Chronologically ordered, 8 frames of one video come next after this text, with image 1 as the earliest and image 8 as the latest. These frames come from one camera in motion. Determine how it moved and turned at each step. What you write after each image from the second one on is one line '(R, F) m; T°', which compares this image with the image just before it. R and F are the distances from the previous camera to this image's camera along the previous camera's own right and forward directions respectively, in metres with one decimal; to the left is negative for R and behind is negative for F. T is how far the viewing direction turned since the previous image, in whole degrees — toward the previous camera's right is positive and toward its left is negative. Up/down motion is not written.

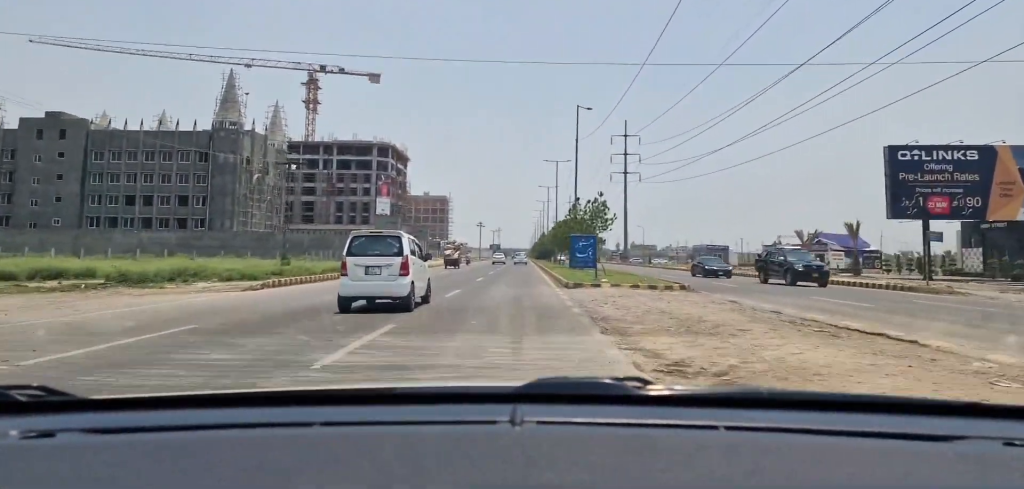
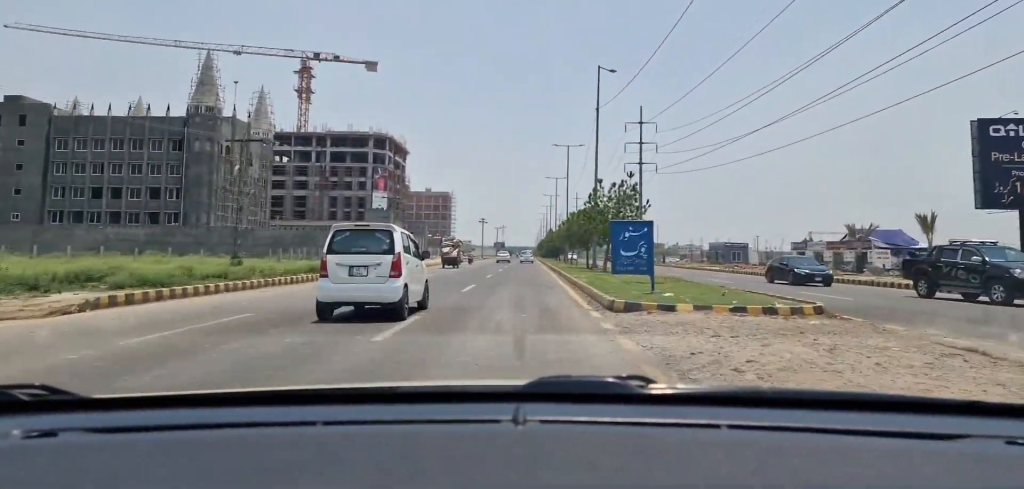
(+0.1, +9.4) m; 0°
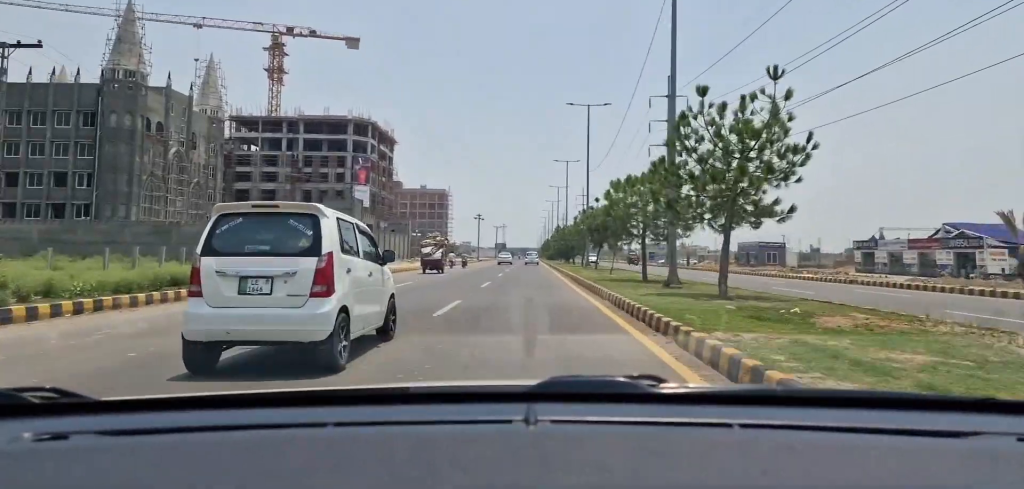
(-0.2, +20.4) m; 0°
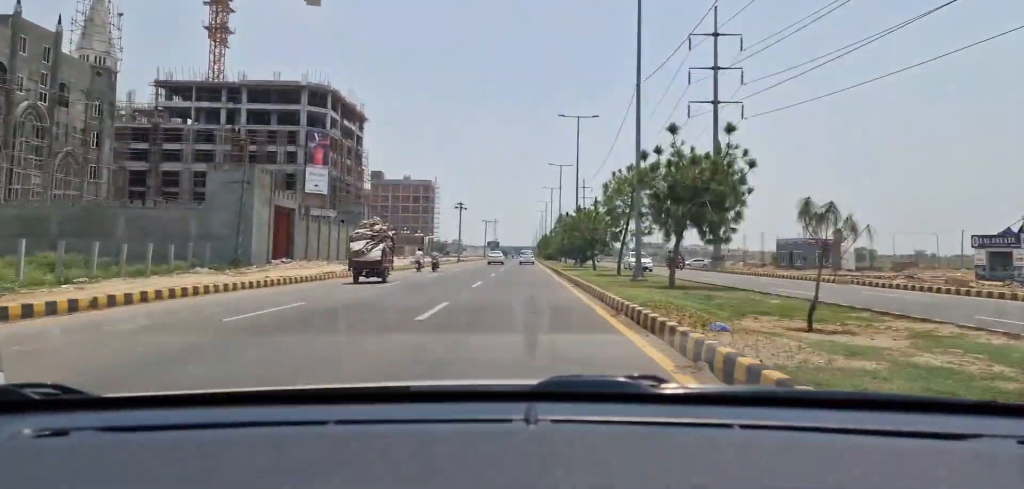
(+0.3, +24.5) m; 0°
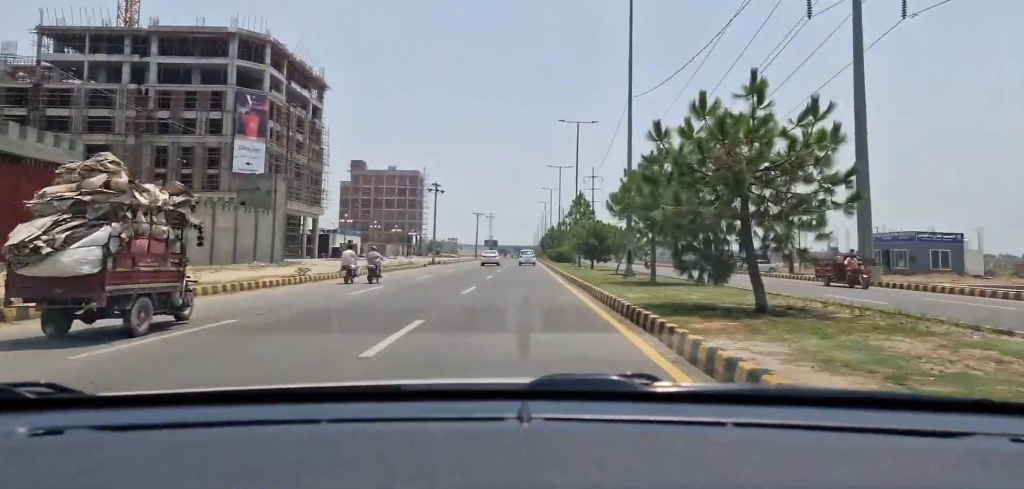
(-0.1, +28.5) m; -1°
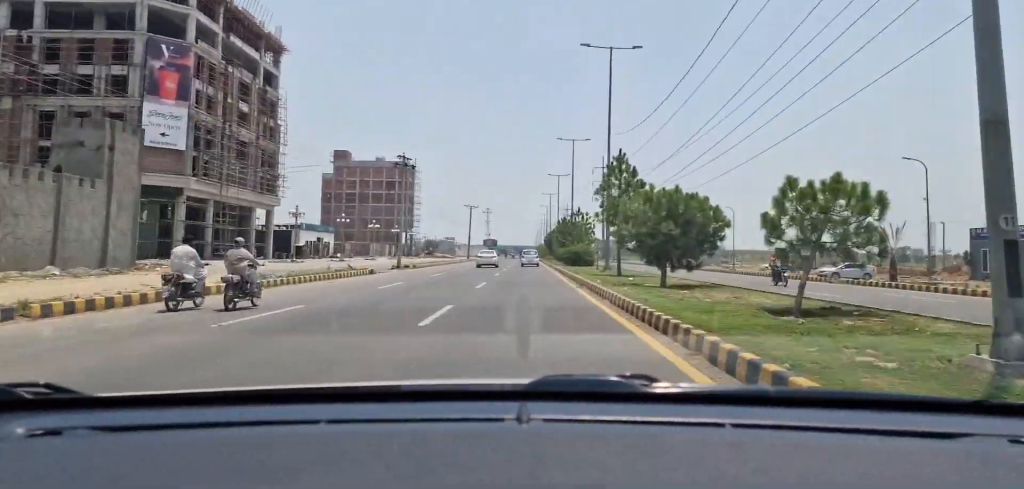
(-0.1, +20.6) m; 0°
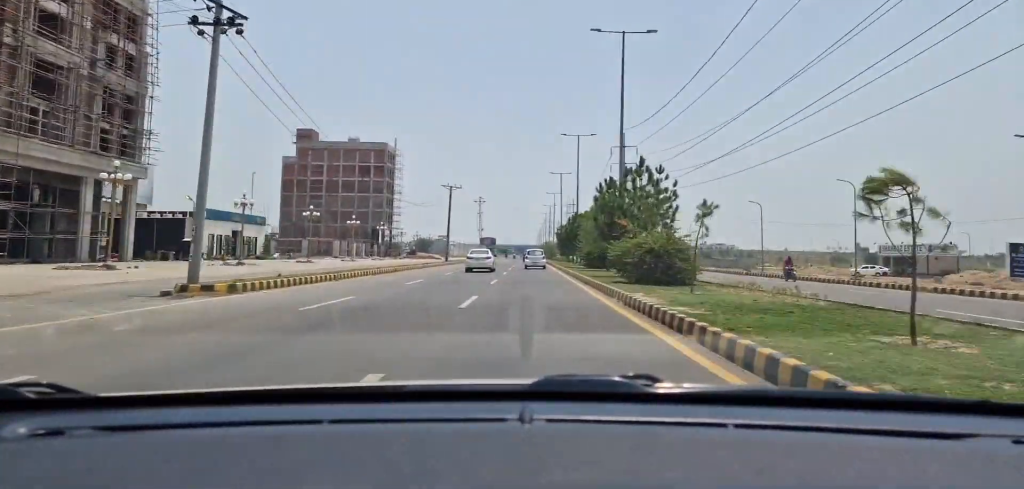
(0.0, +33.0) m; 0°
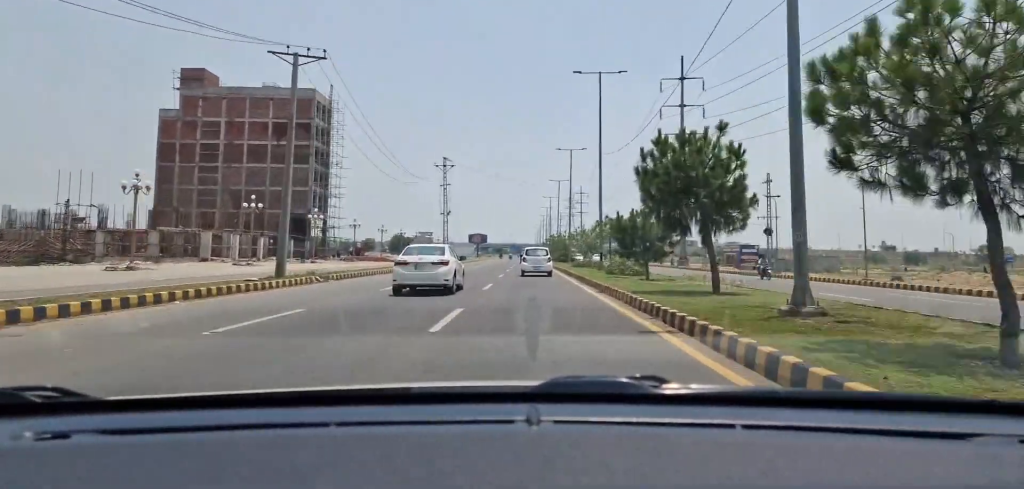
(+0.3, +52.7) m; +1°
